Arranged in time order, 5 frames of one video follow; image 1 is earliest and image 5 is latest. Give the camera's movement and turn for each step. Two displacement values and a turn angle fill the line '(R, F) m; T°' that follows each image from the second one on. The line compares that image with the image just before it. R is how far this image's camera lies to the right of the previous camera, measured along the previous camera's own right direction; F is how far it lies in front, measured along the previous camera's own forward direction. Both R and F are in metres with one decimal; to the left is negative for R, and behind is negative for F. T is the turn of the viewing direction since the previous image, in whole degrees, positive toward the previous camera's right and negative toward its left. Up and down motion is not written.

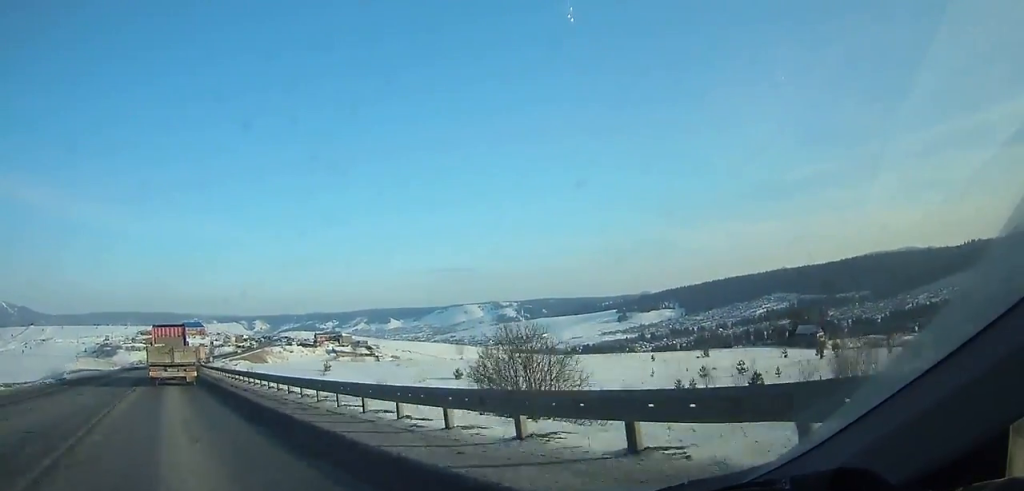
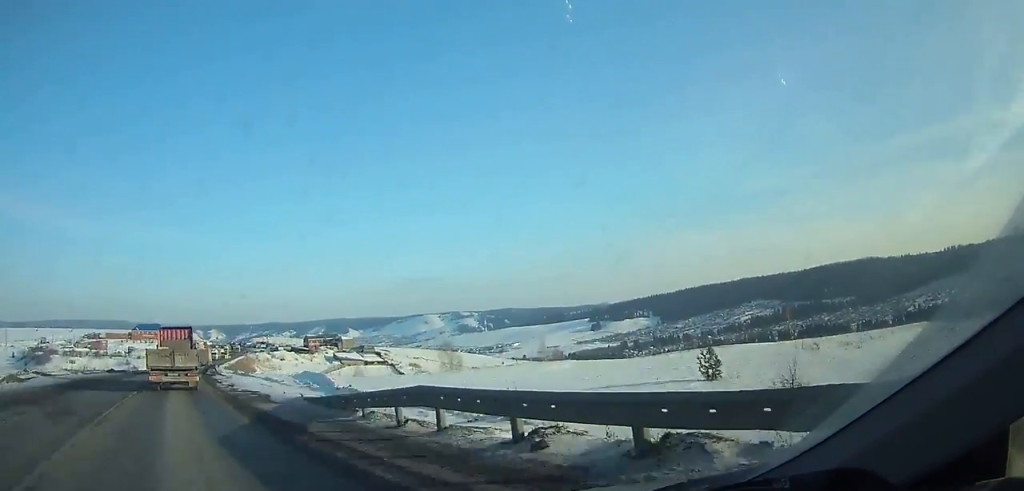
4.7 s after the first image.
(+3.3, +90.8) m; +5°
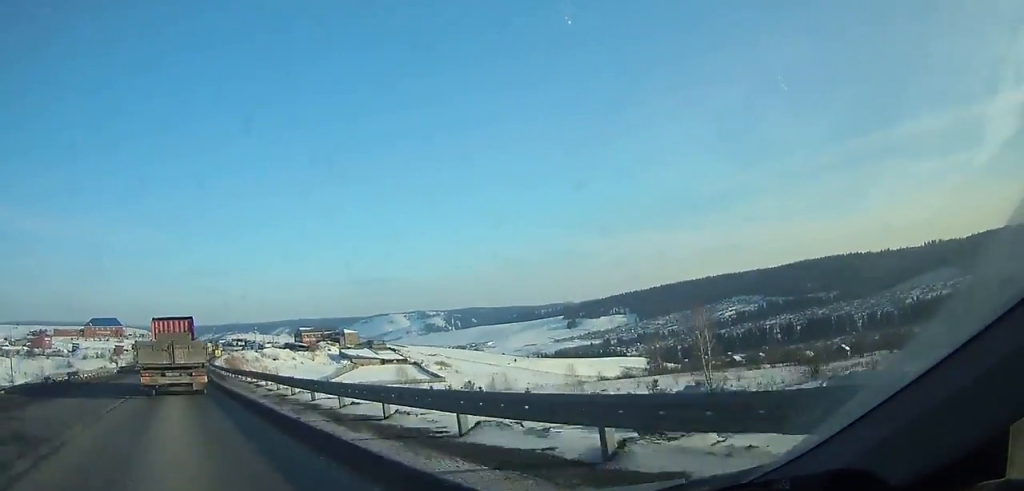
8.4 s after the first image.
(+2.4, +67.5) m; +4°
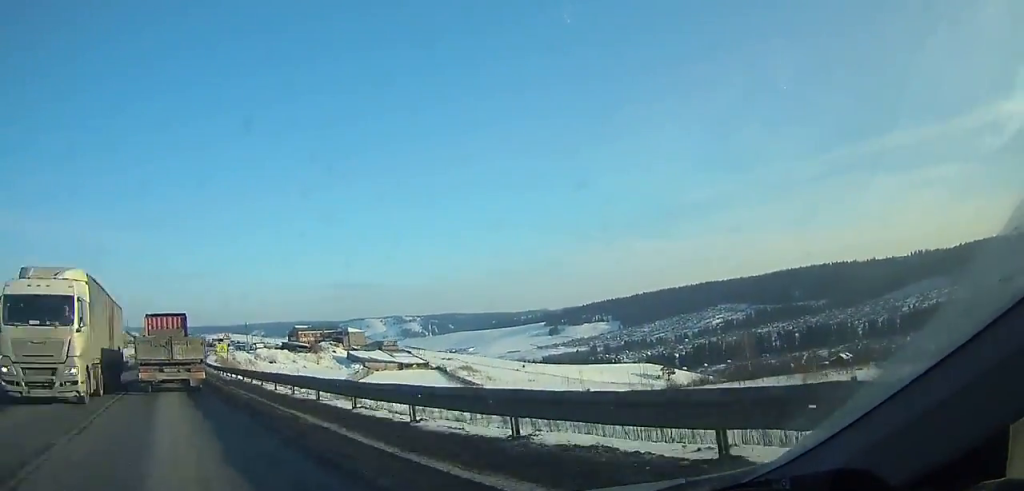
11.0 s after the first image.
(+1.0, +44.6) m; +2°
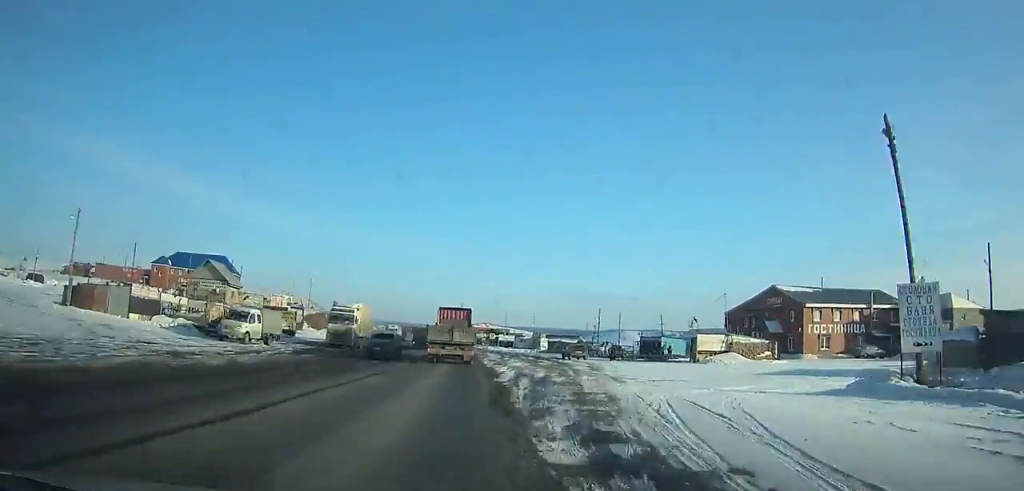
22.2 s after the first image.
(+12.2, +162.5) m; +10°
